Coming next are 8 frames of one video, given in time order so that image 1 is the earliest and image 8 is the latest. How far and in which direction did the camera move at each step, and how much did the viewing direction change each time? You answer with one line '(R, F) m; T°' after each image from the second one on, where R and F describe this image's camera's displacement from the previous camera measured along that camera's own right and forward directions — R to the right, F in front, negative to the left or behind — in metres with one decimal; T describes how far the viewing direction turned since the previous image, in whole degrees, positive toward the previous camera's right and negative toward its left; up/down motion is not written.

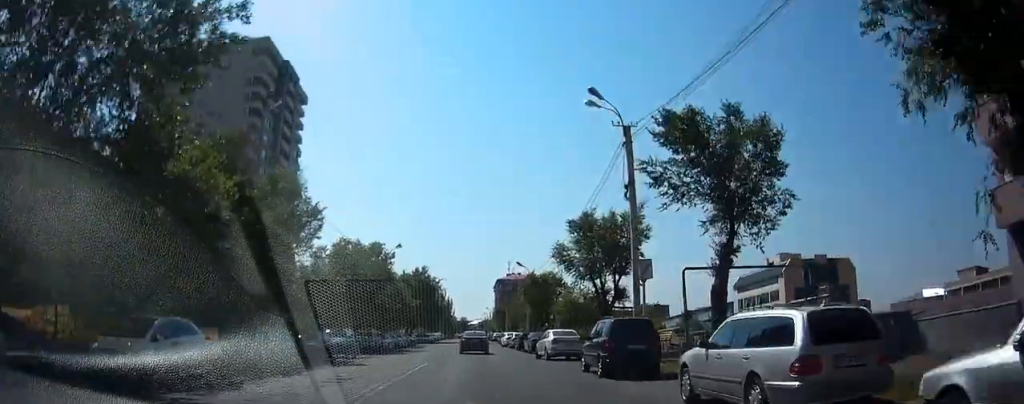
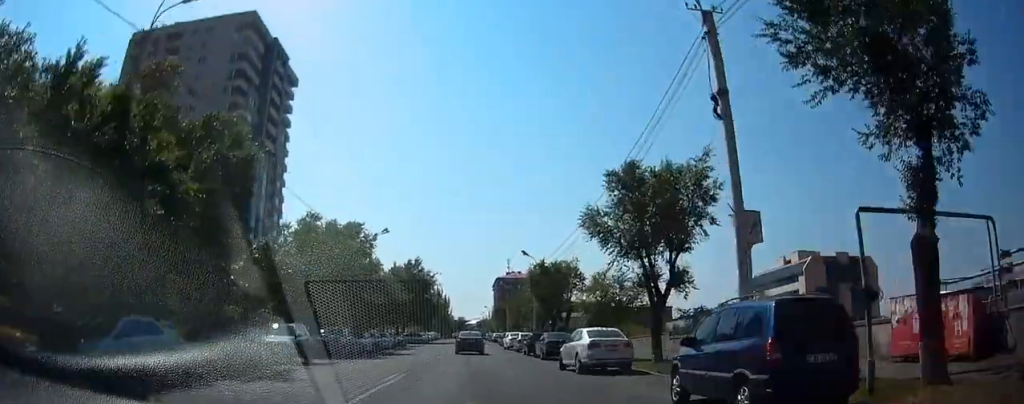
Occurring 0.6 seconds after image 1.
(0.0, +9.2) m; 0°
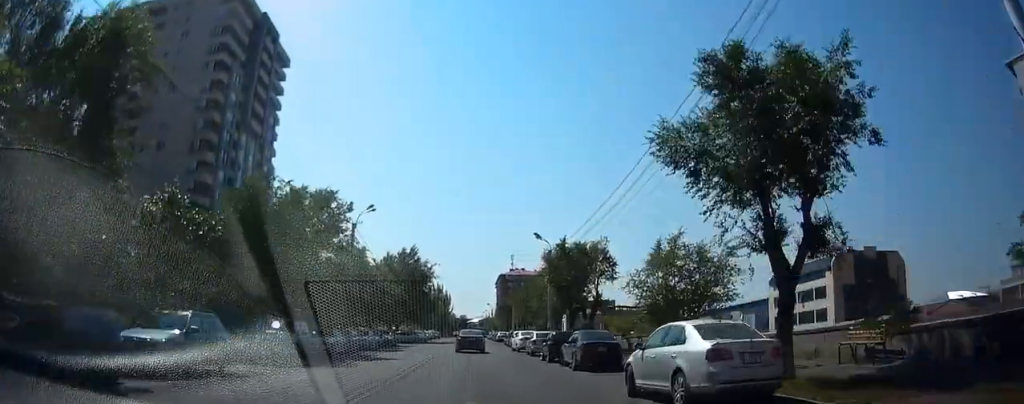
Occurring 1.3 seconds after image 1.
(0.0, +9.5) m; 0°
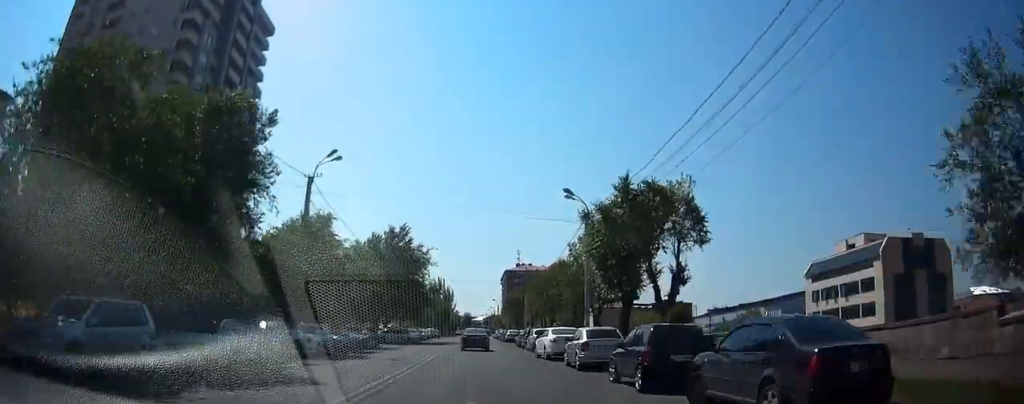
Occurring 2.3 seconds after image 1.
(0.0, +14.3) m; 0°
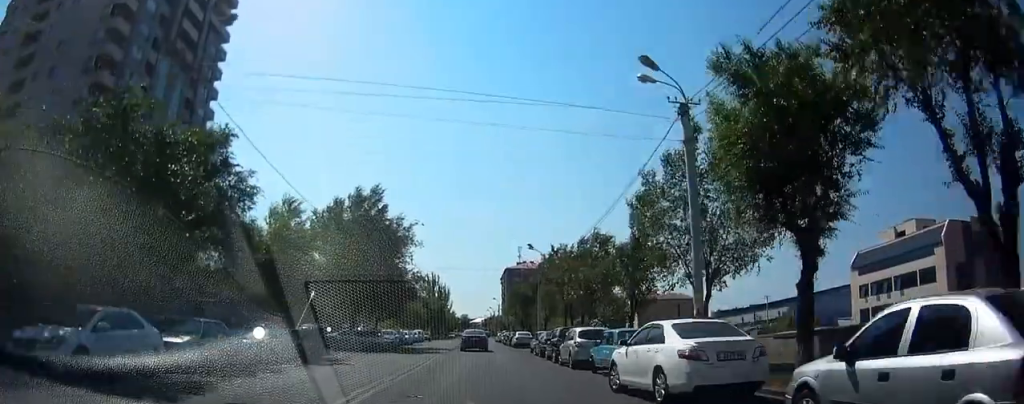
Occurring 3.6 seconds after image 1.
(+0.1, +16.7) m; +1°
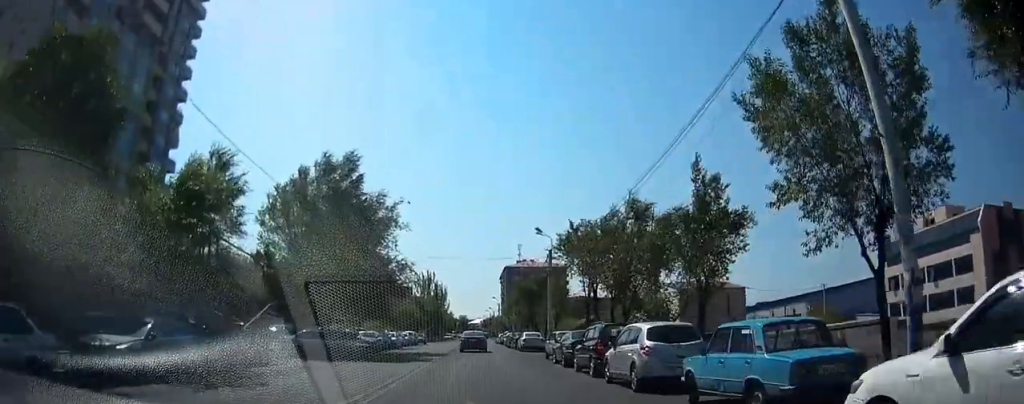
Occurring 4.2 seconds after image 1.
(0.0, +9.0) m; 0°
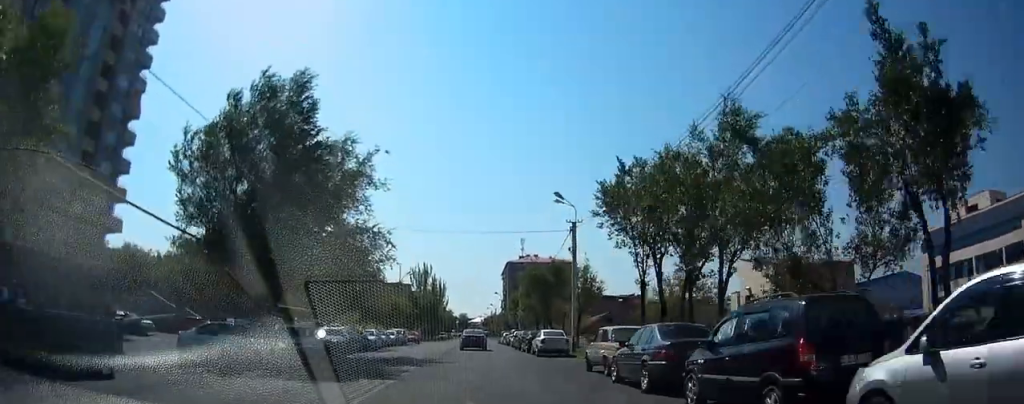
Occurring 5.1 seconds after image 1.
(+0.1, +10.9) m; 0°
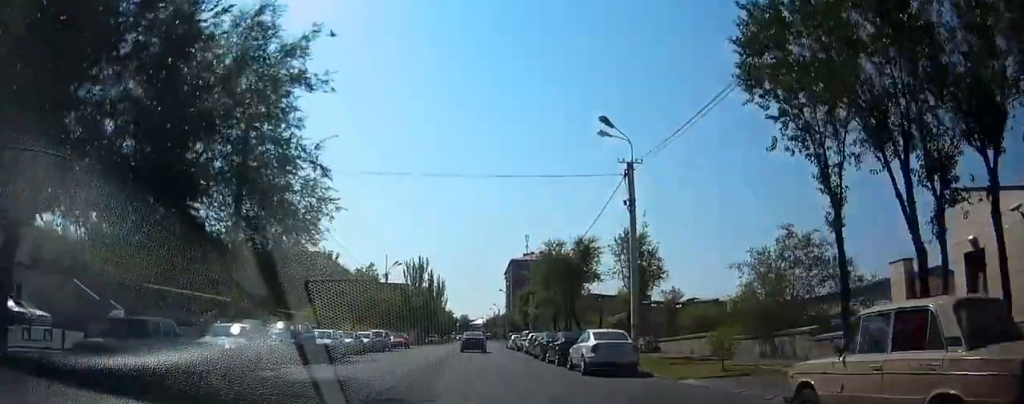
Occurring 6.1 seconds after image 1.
(0.0, +13.0) m; 0°
